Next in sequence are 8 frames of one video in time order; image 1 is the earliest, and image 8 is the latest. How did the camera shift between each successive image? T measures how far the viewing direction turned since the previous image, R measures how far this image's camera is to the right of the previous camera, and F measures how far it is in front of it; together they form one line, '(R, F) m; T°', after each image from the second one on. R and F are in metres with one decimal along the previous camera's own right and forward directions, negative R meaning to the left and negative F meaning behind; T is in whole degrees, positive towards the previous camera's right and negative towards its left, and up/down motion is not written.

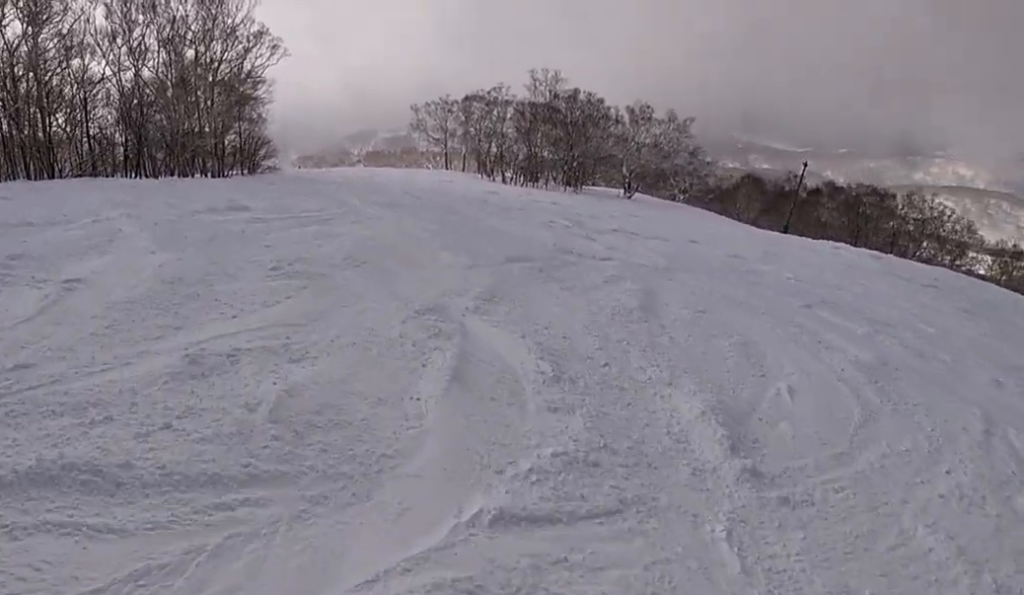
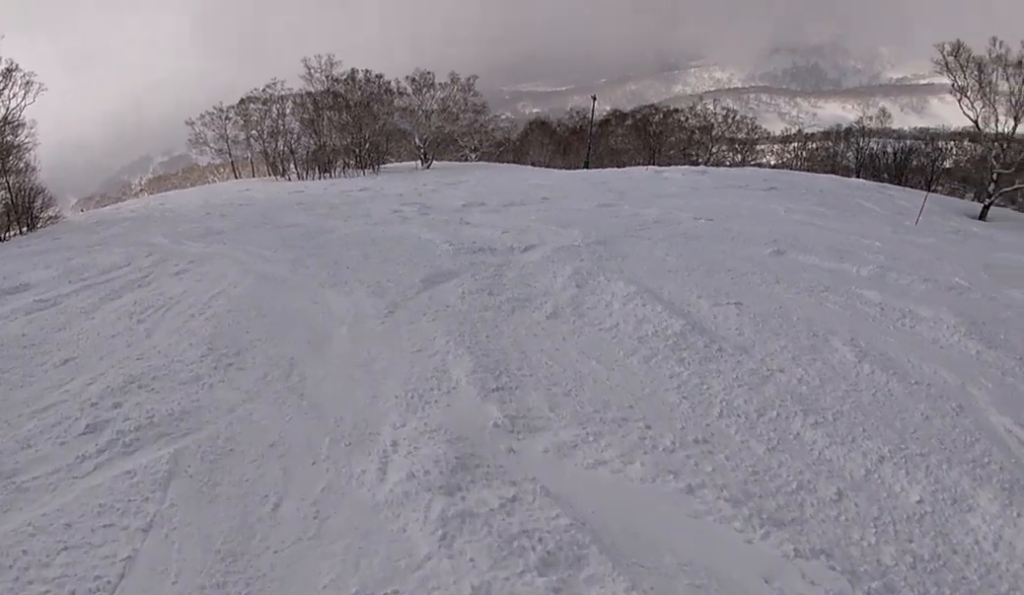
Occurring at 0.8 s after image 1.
(+0.3, +4.4) m; +18°
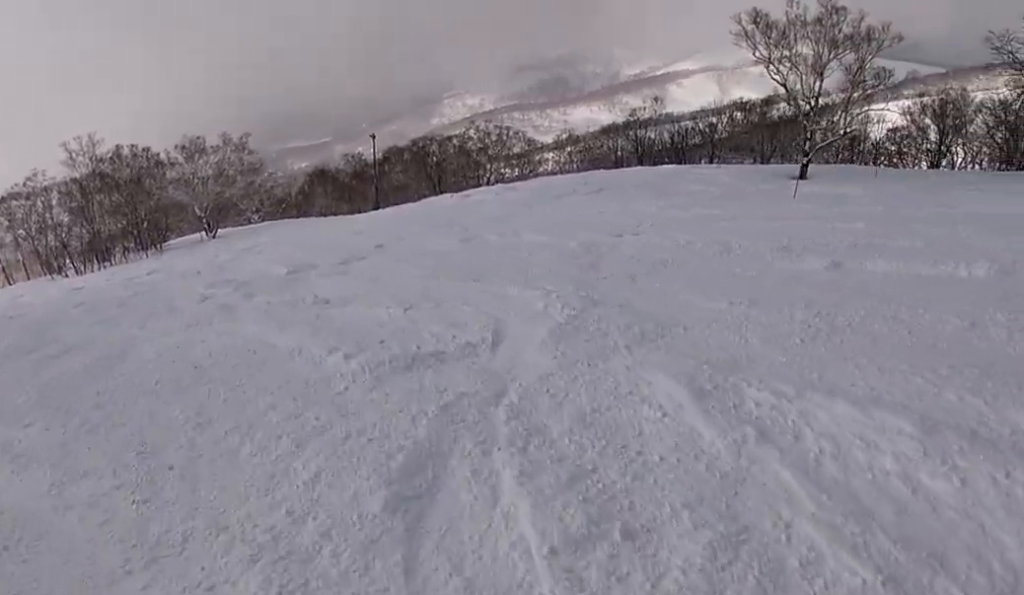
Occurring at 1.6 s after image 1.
(+0.7, +4.5) m; +21°
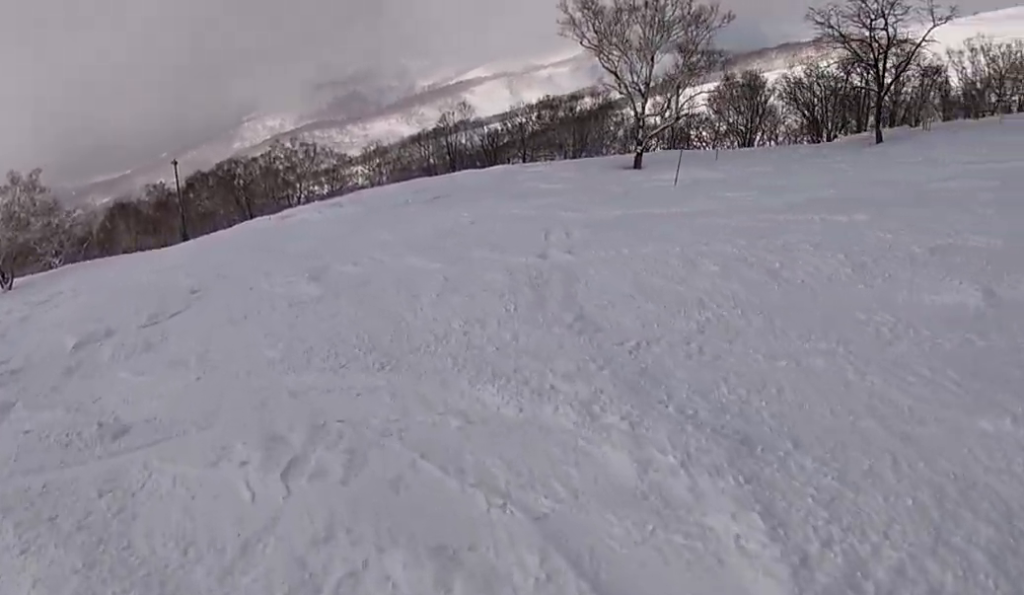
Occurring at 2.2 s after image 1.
(+1.0, +3.6) m; +15°
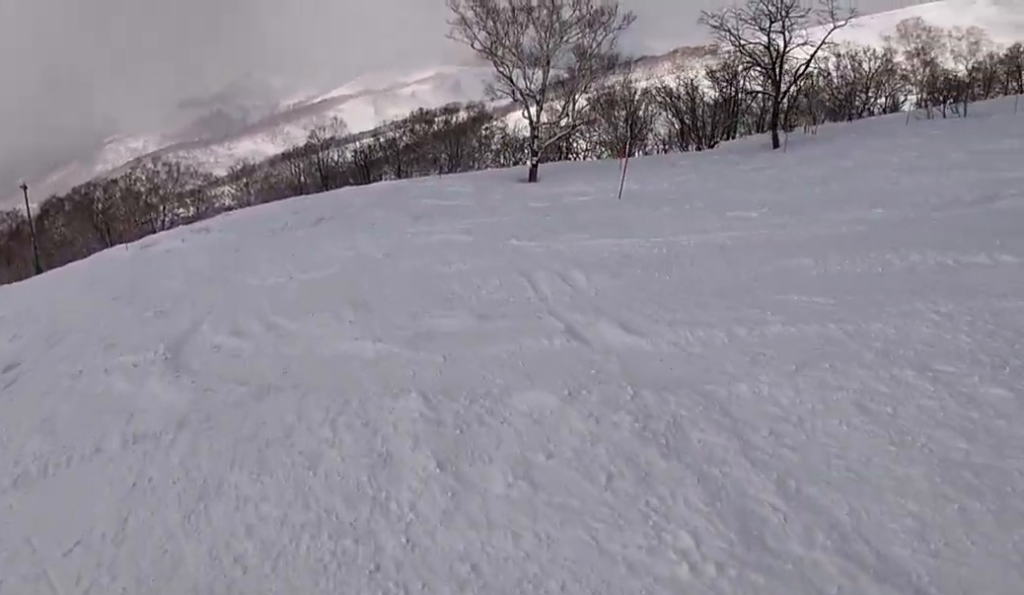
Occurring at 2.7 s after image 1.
(+0.2, +3.7) m; +2°
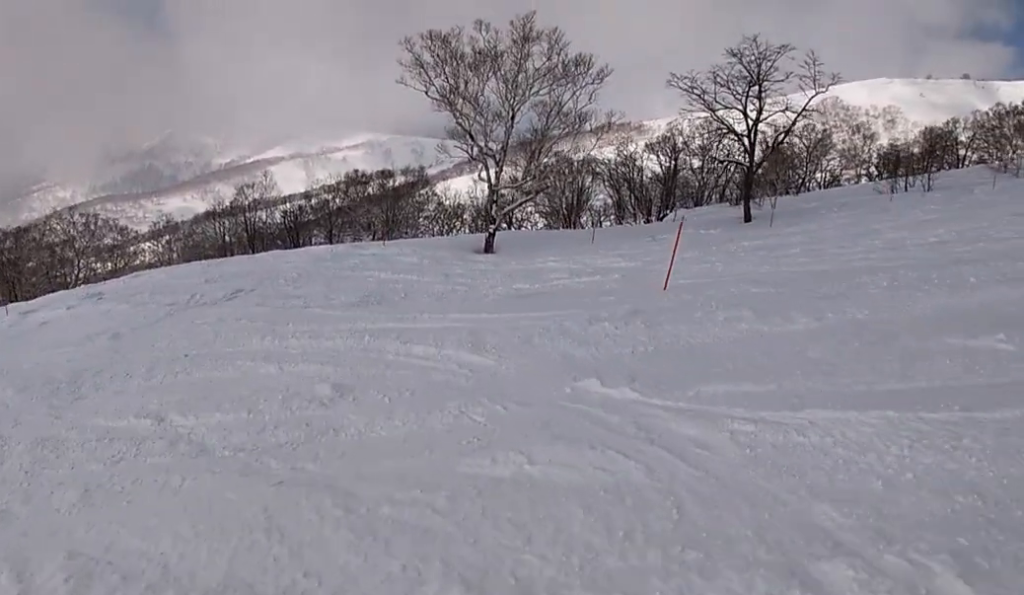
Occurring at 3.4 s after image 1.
(+0.1, +4.9) m; -3°
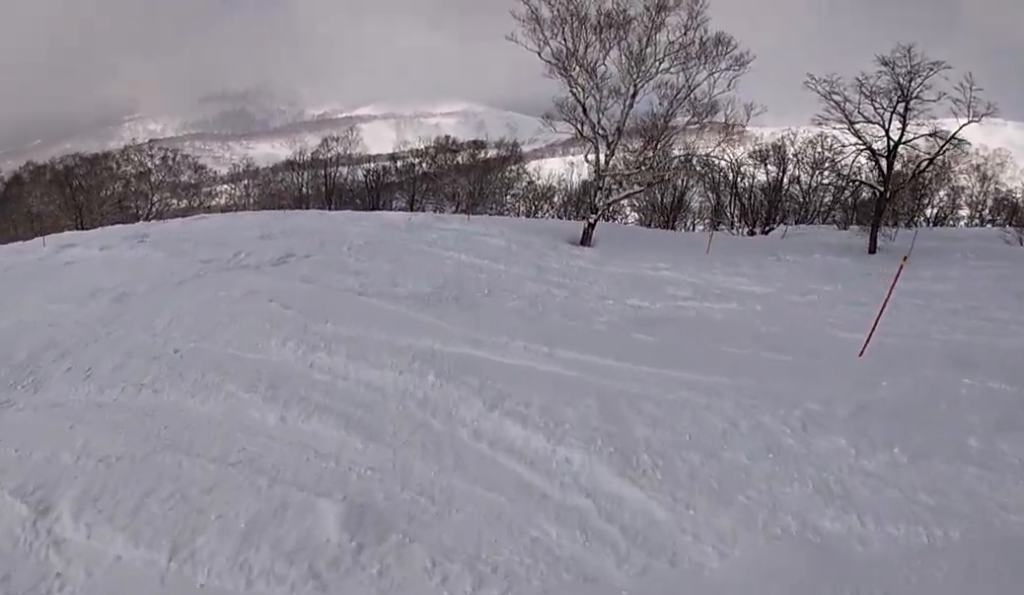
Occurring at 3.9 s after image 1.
(+0.2, +3.1) m; -8°
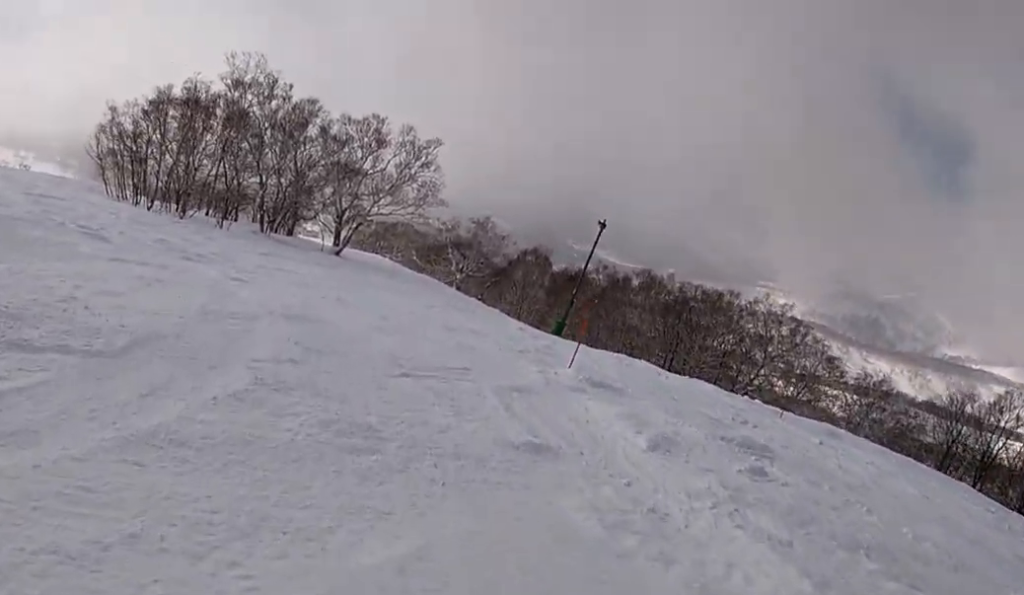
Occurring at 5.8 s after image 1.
(-5.0, +11.5) m; -39°
